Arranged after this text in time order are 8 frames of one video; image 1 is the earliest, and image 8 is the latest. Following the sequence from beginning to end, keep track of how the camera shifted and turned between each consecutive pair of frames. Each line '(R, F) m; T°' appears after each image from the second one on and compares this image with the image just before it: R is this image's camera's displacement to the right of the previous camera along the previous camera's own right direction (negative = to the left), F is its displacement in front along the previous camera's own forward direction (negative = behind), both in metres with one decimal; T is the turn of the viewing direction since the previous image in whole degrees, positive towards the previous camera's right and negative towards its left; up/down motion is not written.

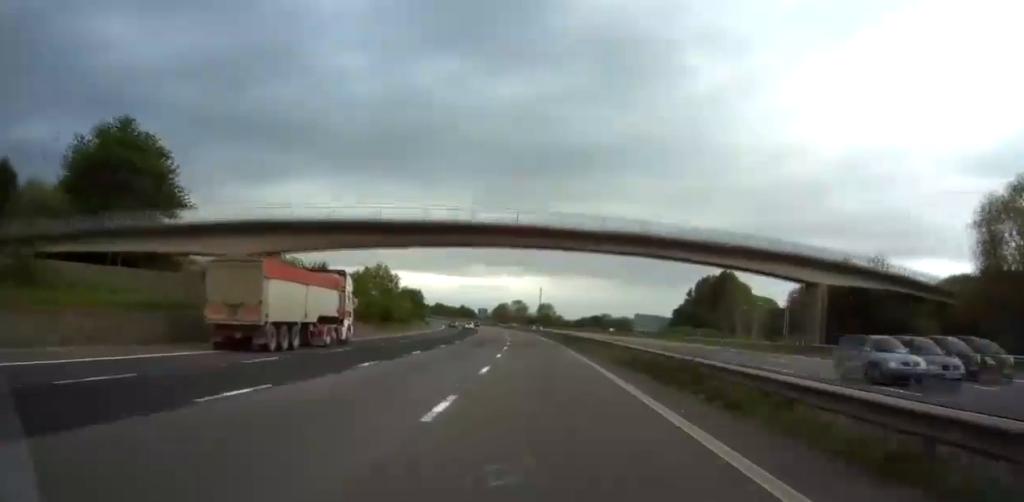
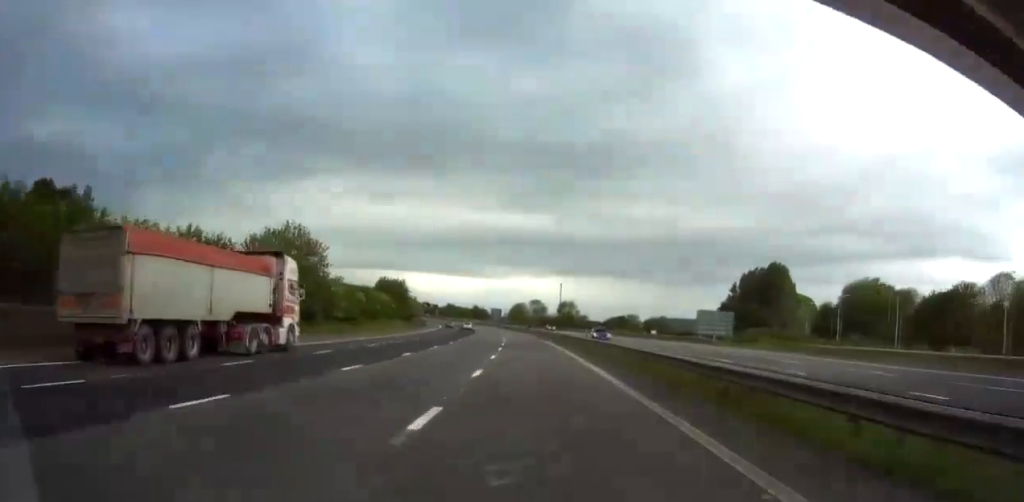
(-0.6, +39.5) m; -2°
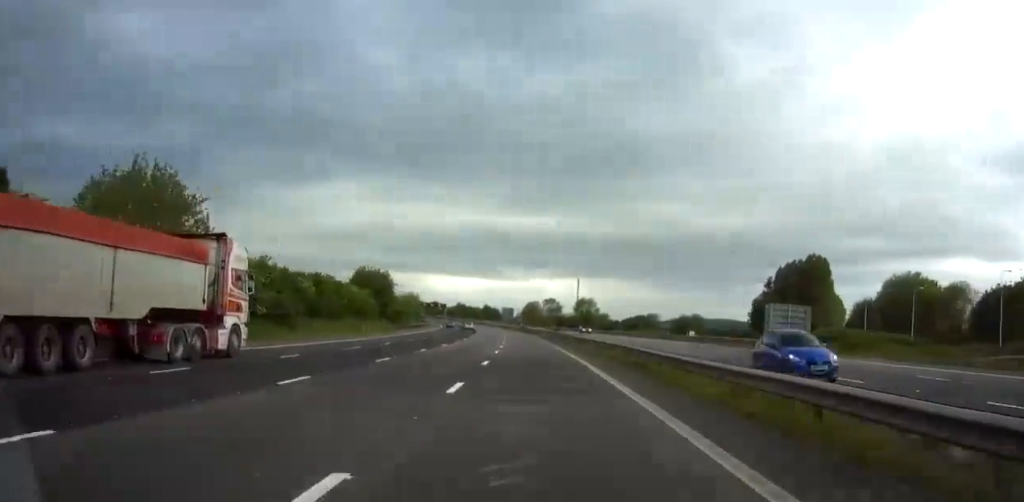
(-0.3, +23.7) m; -2°
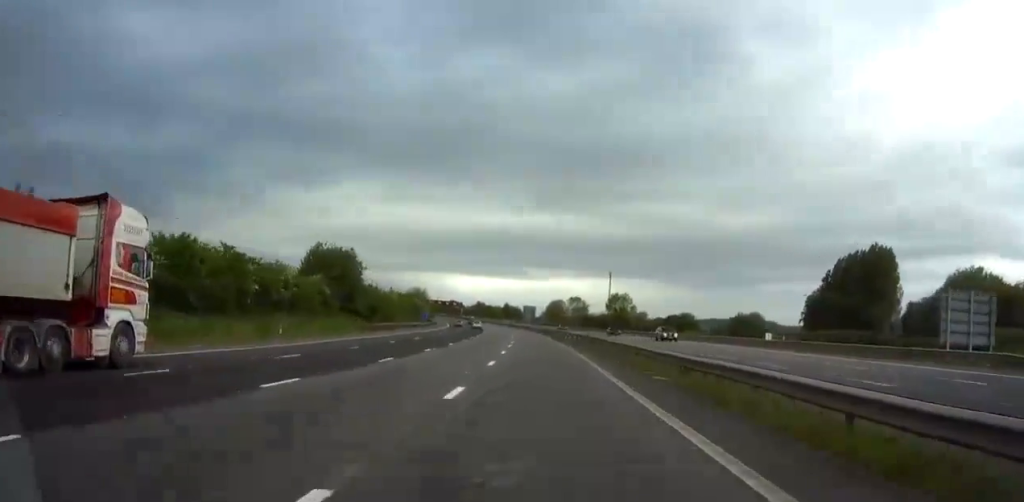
(-0.6, +29.1) m; -2°
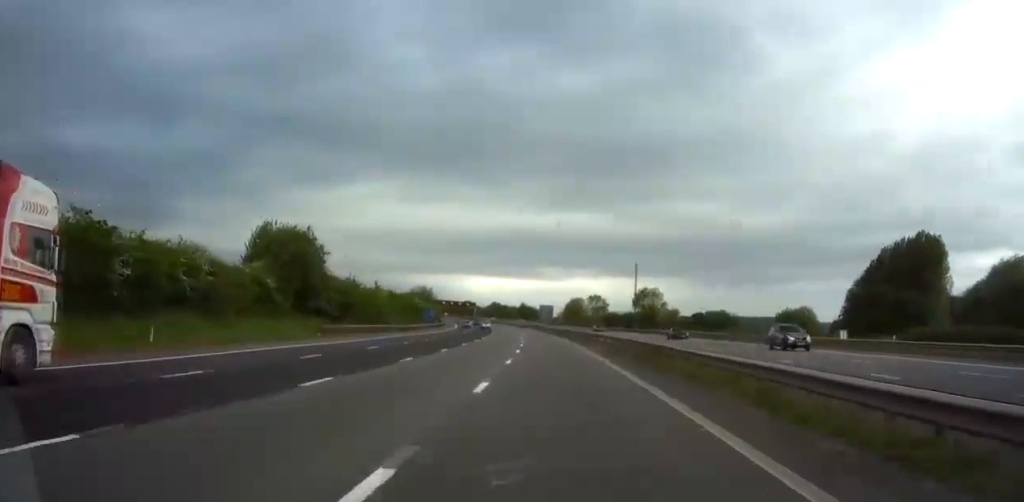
(-0.2, +17.7) m; -1°
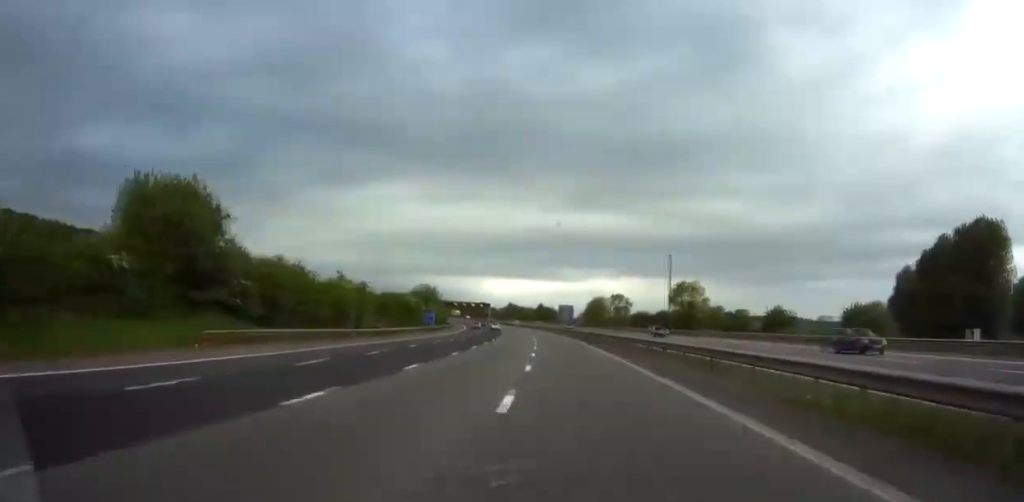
(-0.2, +20.9) m; -1°
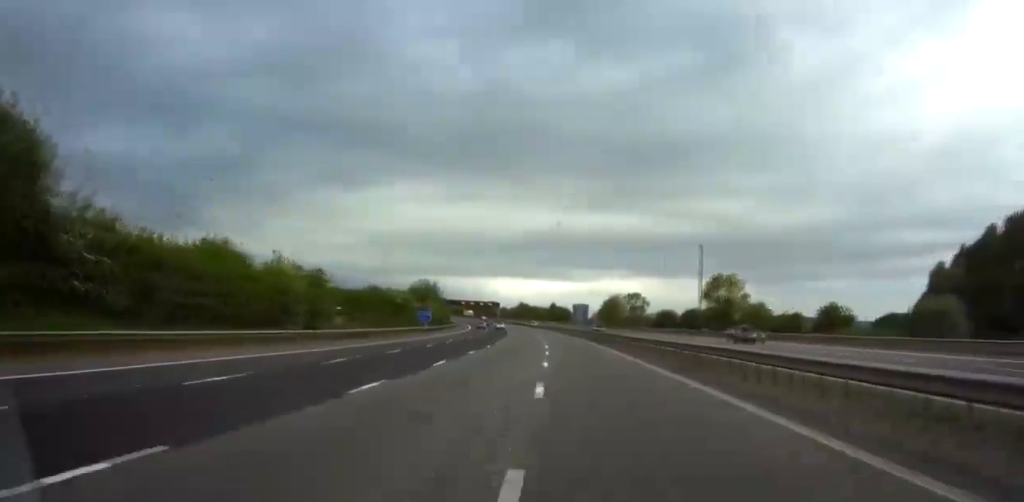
(-0.1, +16.4) m; 0°
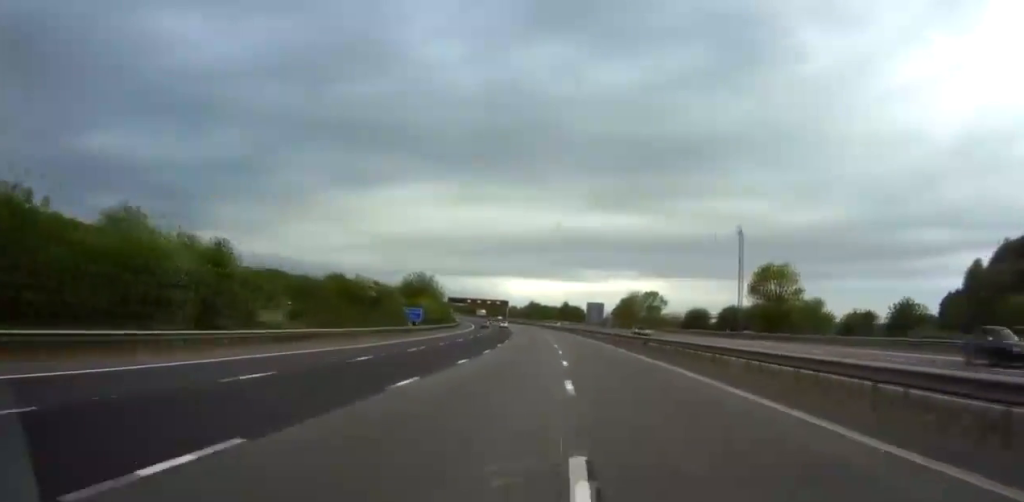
(-0.1, +17.4) m; -1°
